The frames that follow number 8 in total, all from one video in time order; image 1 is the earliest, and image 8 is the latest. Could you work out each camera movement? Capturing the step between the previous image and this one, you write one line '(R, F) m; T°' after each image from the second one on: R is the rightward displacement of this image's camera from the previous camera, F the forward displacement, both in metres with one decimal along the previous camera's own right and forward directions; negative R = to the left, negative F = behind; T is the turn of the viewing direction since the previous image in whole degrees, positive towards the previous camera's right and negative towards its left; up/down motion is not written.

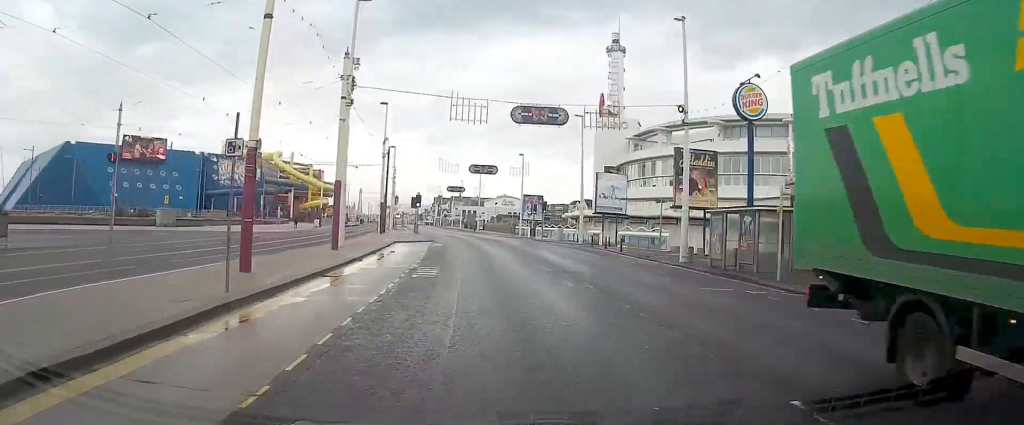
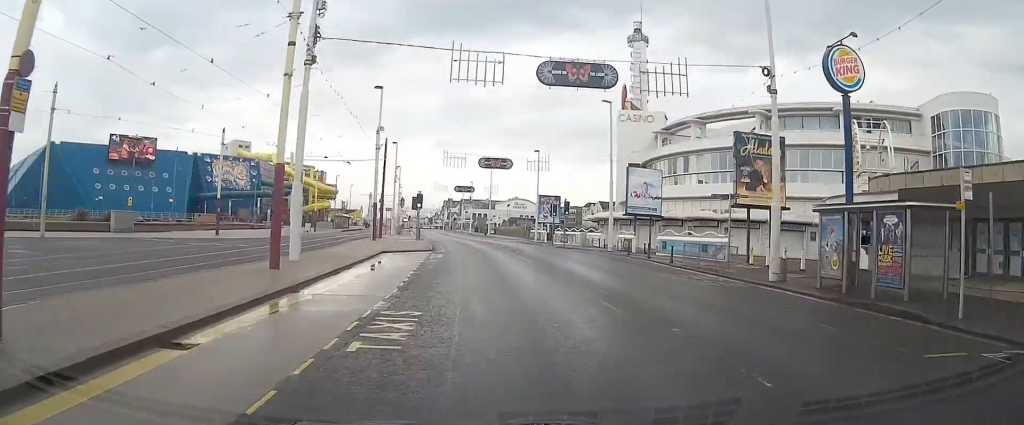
(-0.1, +8.4) m; -1°
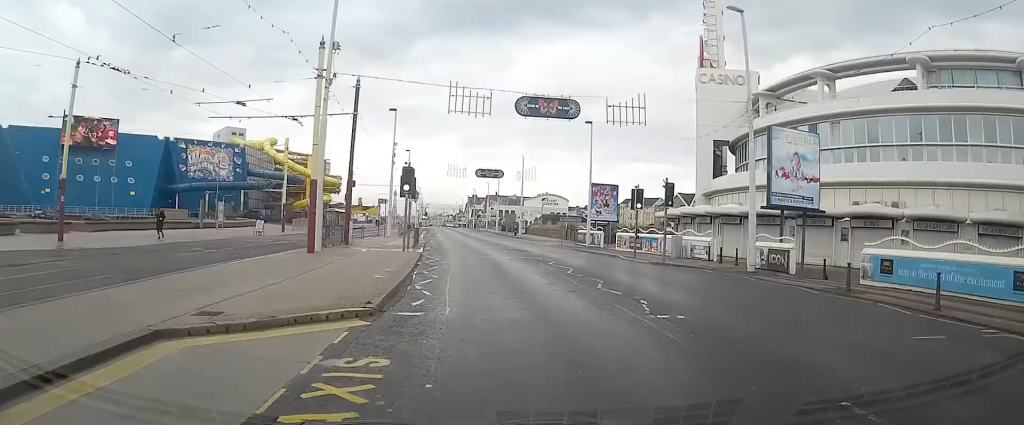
(-0.3, +21.9) m; -2°
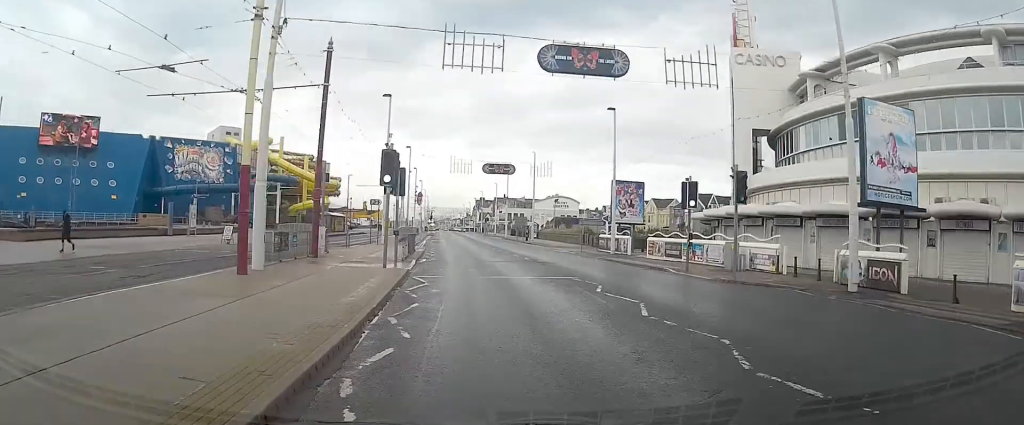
(-0.1, +7.3) m; -1°
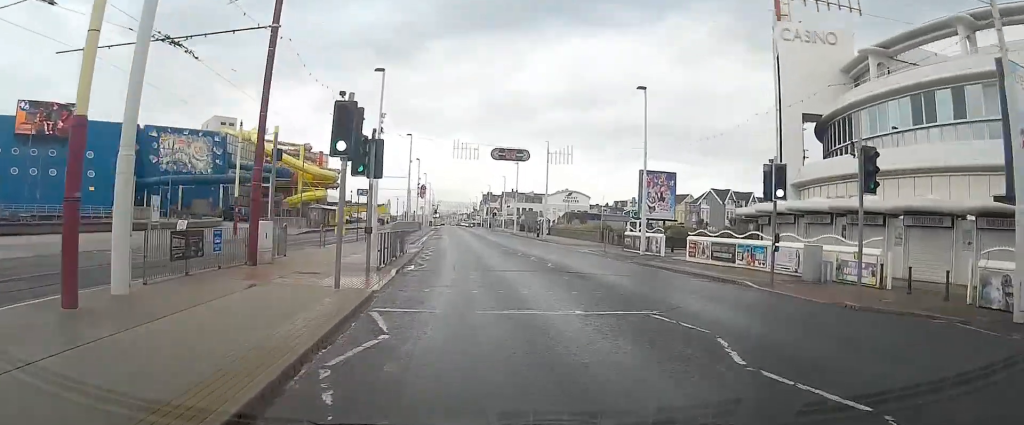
(-0.1, +7.4) m; -1°
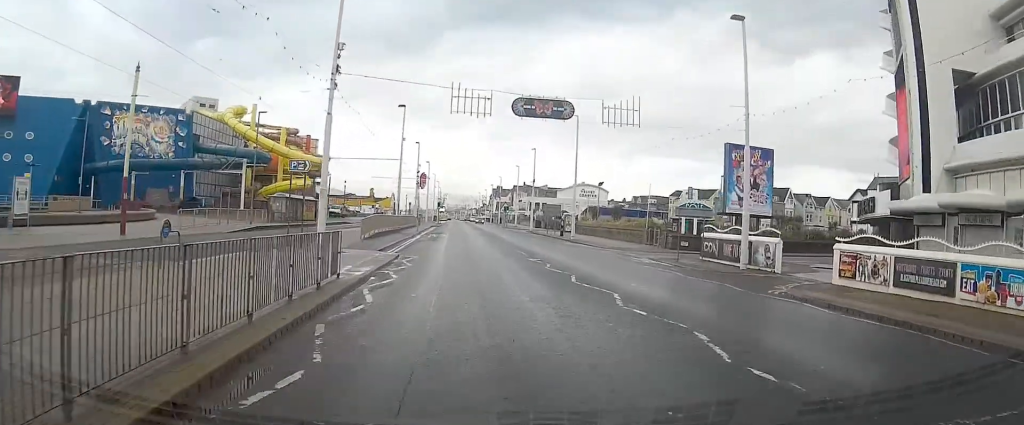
(-0.2, +15.6) m; -1°
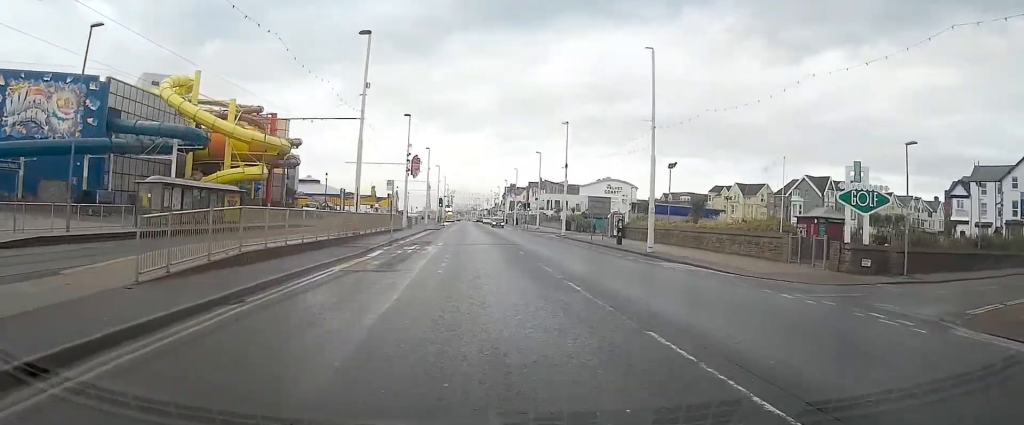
(0.0, +23.1) m; 0°
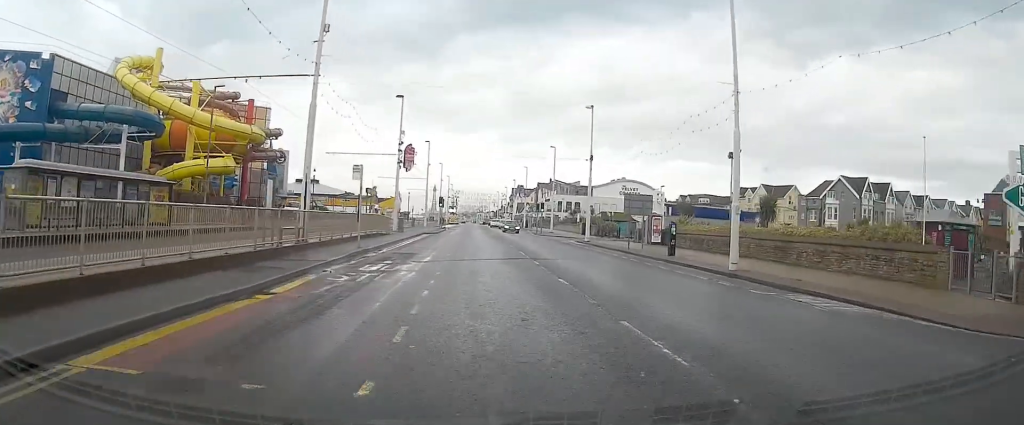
(0.0, +11.1) m; 0°
